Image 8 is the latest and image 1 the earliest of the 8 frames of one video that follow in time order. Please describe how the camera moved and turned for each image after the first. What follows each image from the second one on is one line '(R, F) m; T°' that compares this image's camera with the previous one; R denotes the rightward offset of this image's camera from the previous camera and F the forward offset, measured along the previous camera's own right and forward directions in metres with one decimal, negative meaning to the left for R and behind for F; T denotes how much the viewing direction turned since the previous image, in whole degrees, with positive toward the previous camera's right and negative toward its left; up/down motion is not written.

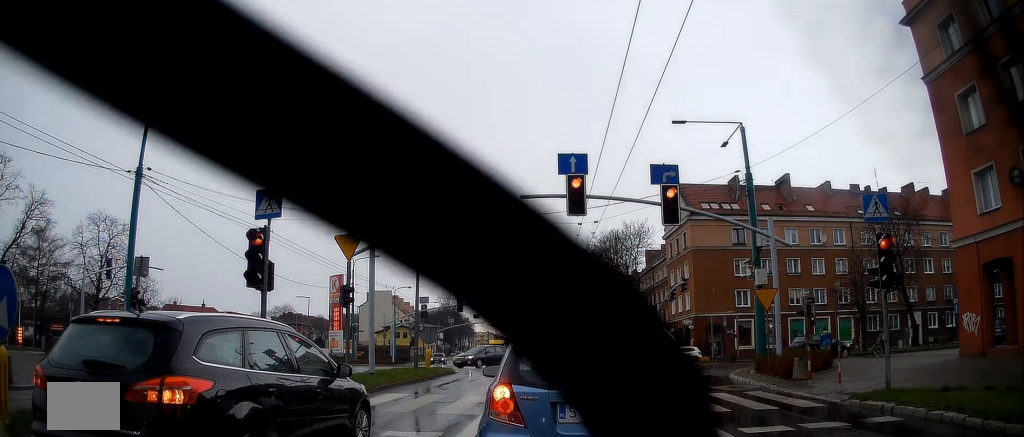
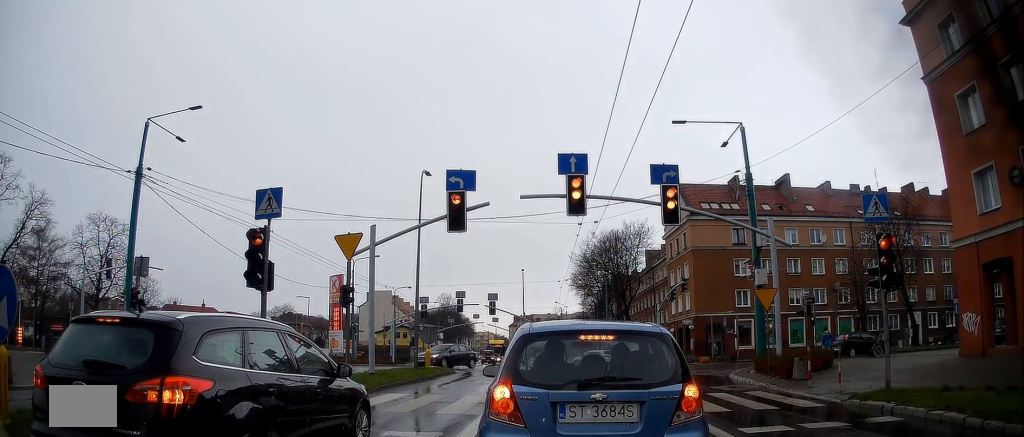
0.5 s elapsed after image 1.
(0.0, 0.0) m; 0°
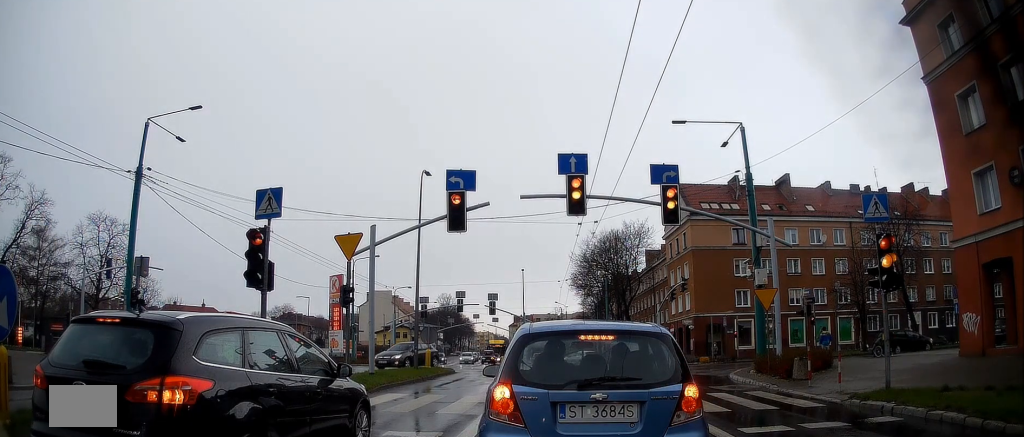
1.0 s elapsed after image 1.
(0.0, 0.0) m; 0°
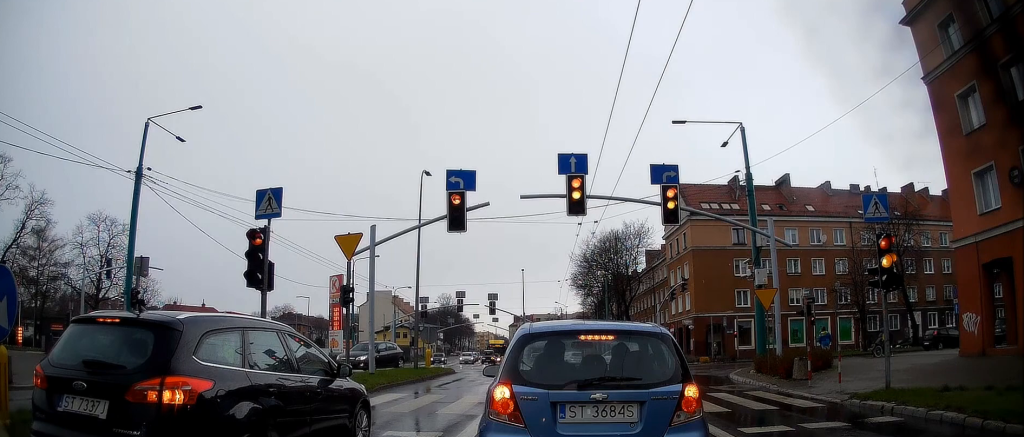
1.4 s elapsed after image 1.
(0.0, 0.0) m; 0°
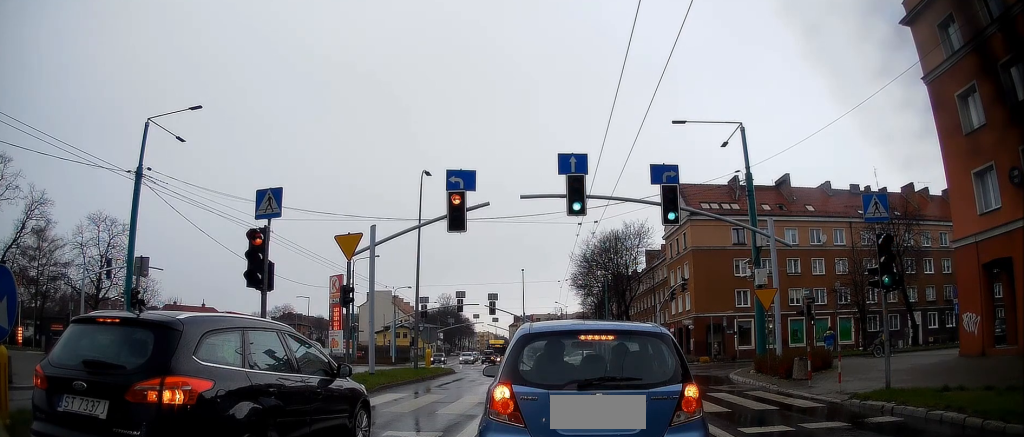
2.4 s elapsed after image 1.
(0.0, 0.0) m; 0°
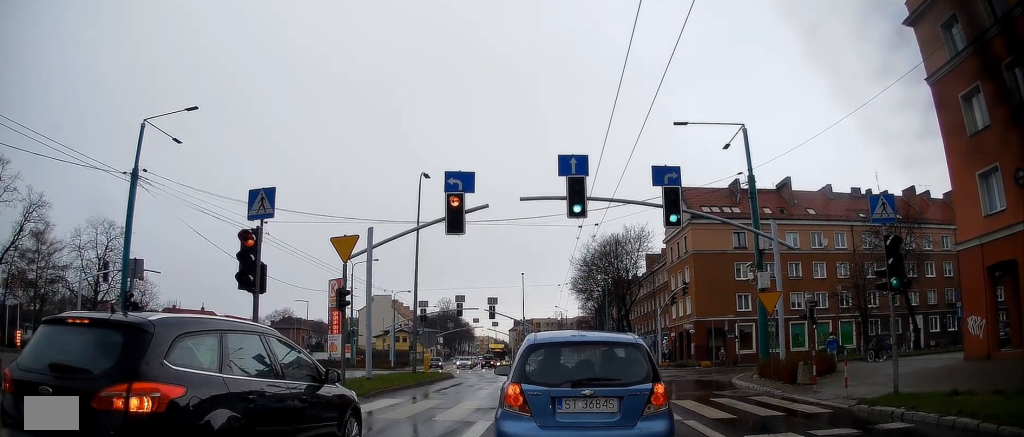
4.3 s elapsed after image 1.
(0.0, 0.0) m; 0°
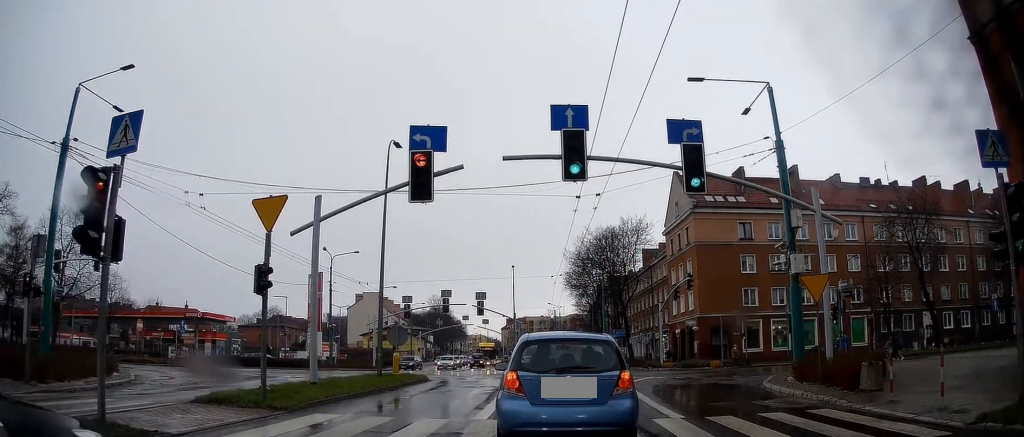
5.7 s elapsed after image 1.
(0.0, +3.0) m; -6°
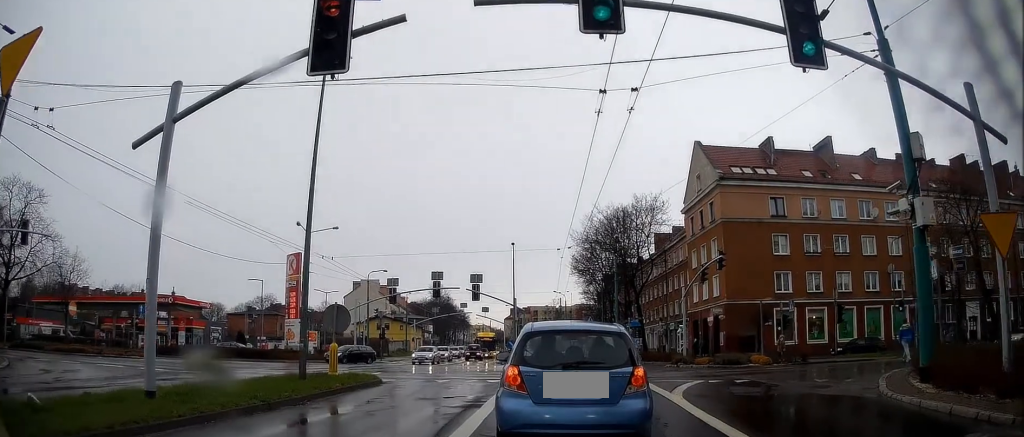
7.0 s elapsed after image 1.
(-0.5, +6.1) m; -3°
